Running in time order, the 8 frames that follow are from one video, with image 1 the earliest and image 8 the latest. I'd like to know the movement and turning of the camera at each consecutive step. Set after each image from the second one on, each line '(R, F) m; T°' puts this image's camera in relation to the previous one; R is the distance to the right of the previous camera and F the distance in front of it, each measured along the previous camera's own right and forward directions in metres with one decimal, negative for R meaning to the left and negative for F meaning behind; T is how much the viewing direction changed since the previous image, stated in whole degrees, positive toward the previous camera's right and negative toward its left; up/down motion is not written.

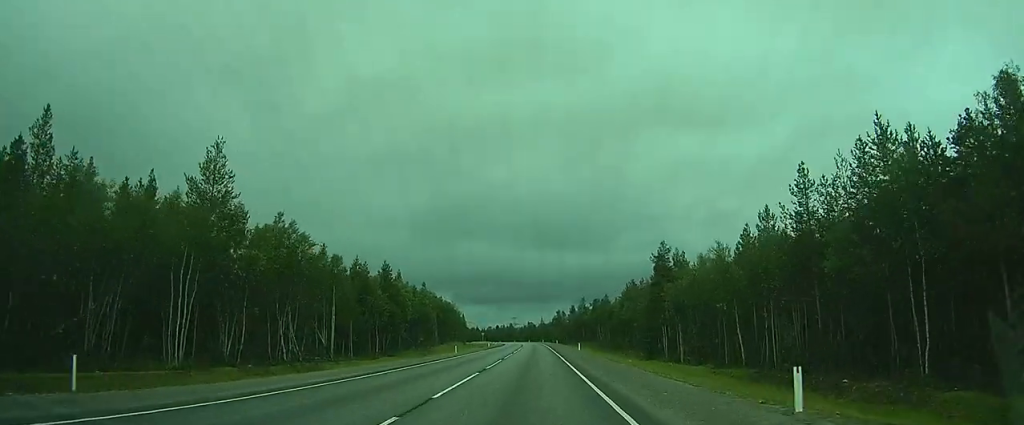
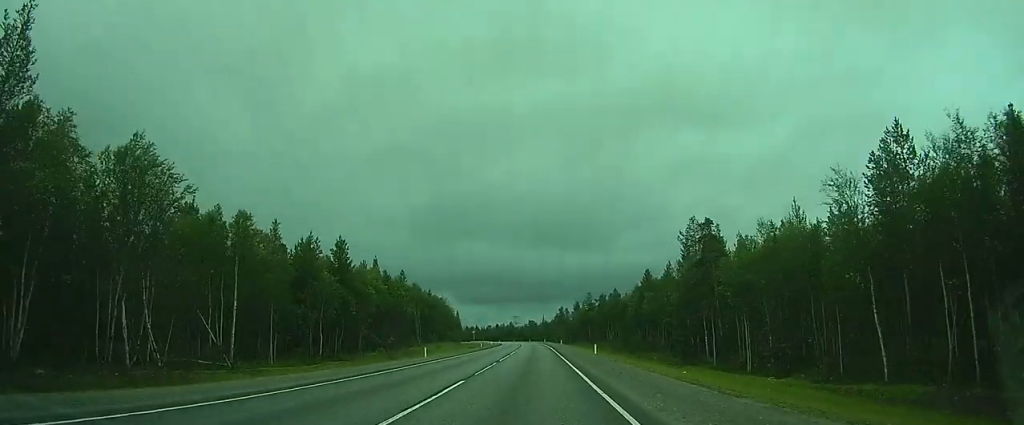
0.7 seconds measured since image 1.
(0.0, +16.5) m; 0°
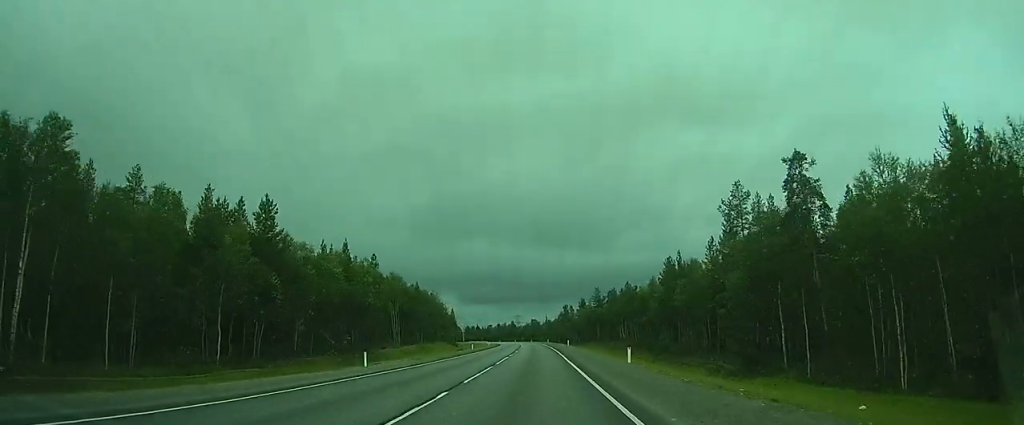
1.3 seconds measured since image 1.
(0.0, +15.3) m; 0°
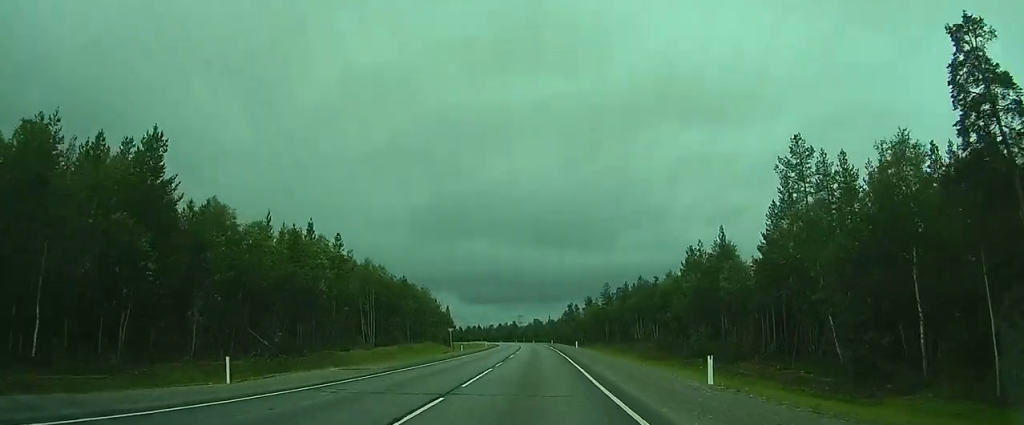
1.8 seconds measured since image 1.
(0.0, +12.8) m; 0°
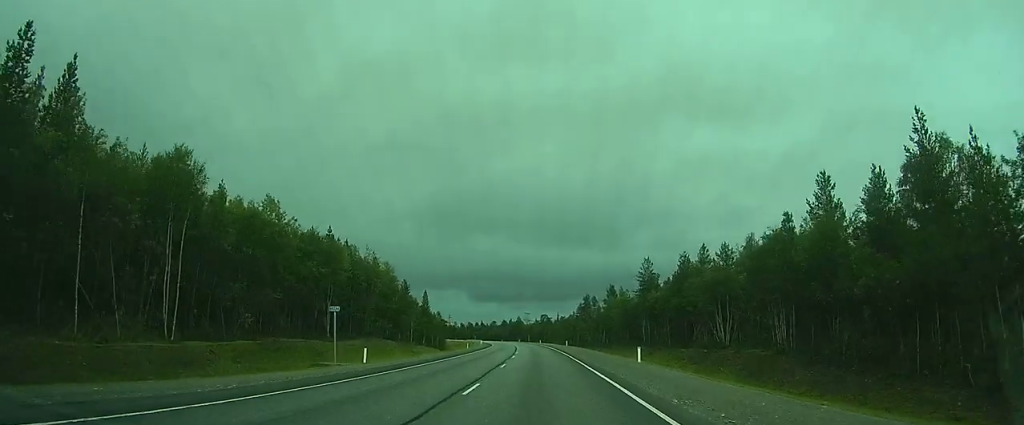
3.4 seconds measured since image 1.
(-0.1, +37.1) m; 0°
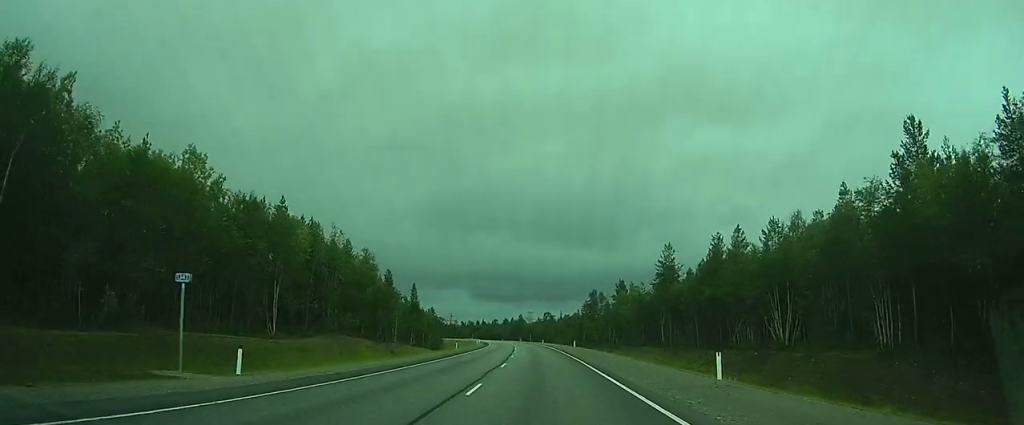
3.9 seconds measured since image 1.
(0.0, +11.9) m; 0°
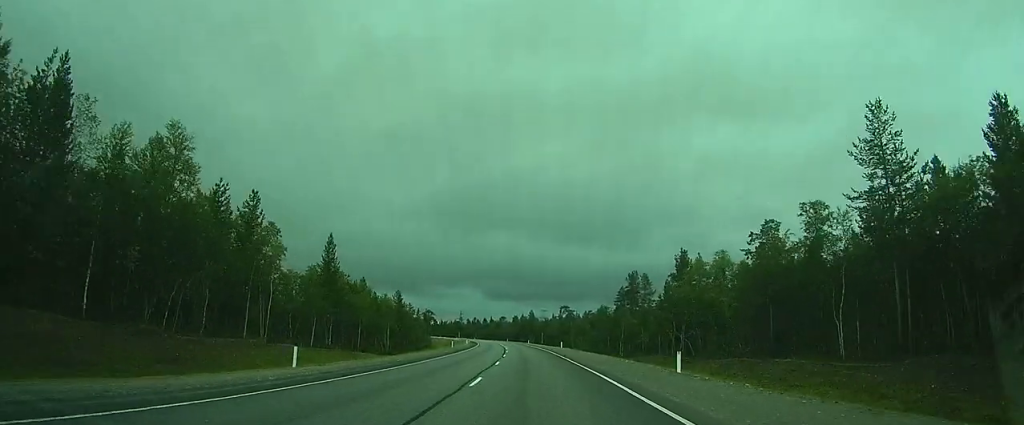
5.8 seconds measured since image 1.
(-0.4, +44.2) m; -2°
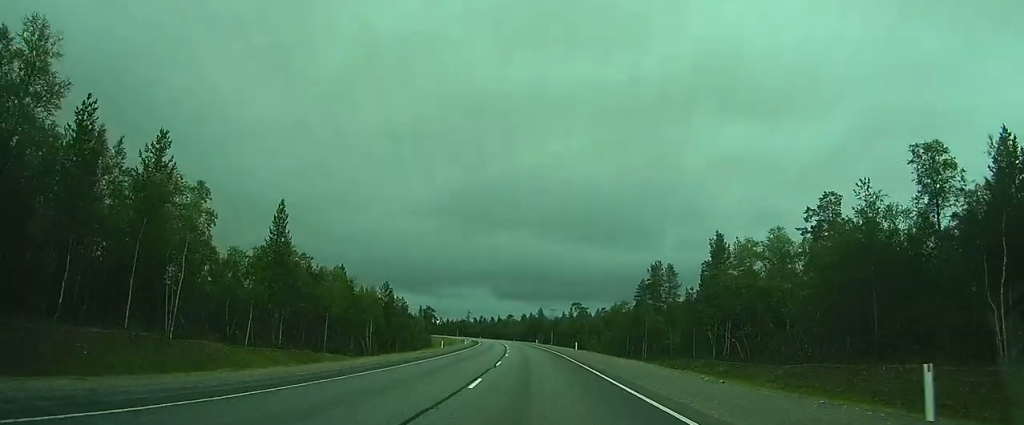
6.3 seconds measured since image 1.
(-0.1, +12.6) m; 0°
